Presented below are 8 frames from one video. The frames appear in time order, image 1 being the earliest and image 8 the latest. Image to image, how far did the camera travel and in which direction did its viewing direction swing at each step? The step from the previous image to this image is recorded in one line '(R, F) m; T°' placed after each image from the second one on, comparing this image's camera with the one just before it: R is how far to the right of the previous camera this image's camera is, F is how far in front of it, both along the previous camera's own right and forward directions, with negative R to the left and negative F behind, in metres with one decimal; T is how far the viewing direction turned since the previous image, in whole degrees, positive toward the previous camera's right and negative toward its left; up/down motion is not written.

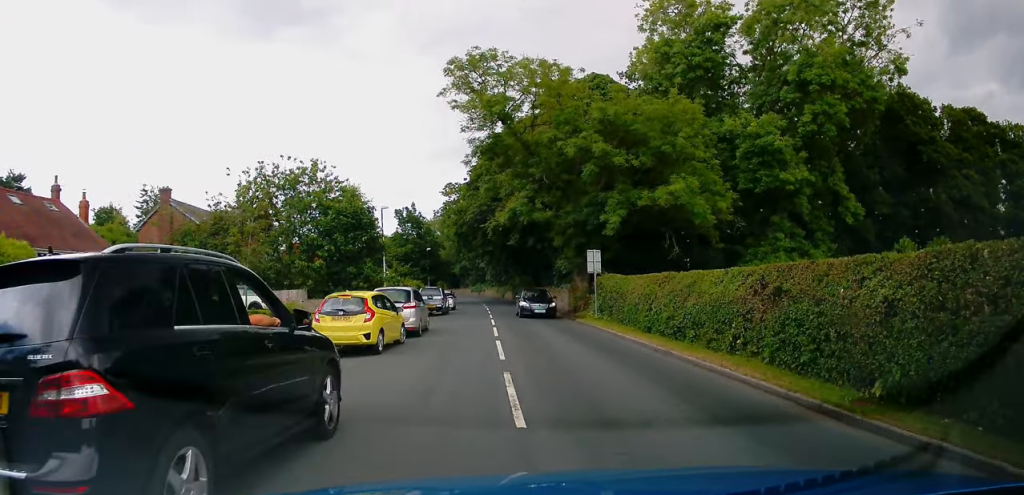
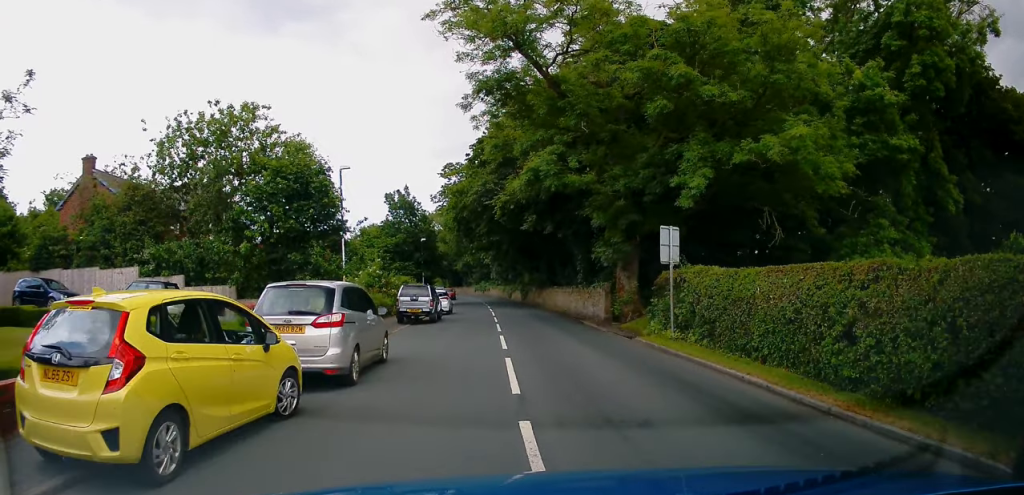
(-0.8, +9.8) m; -5°
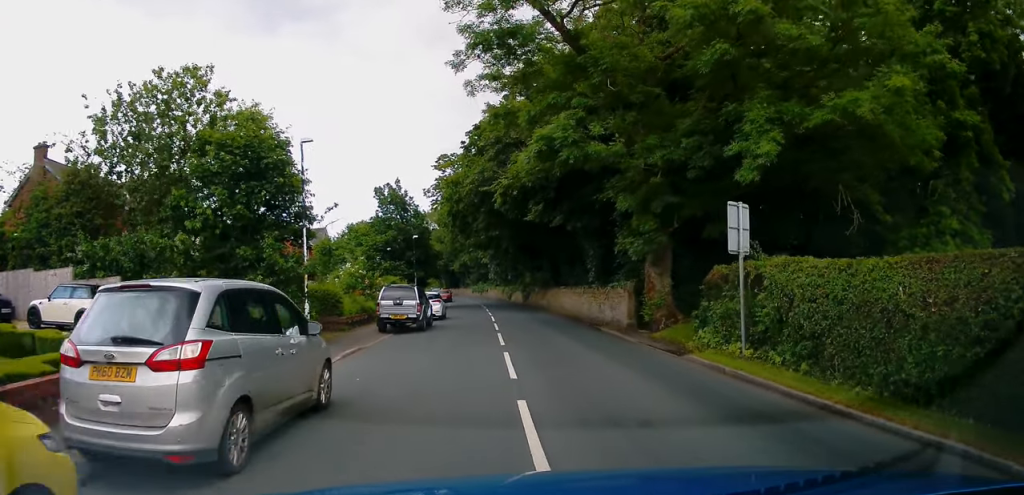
(+0.2, +4.5) m; 0°
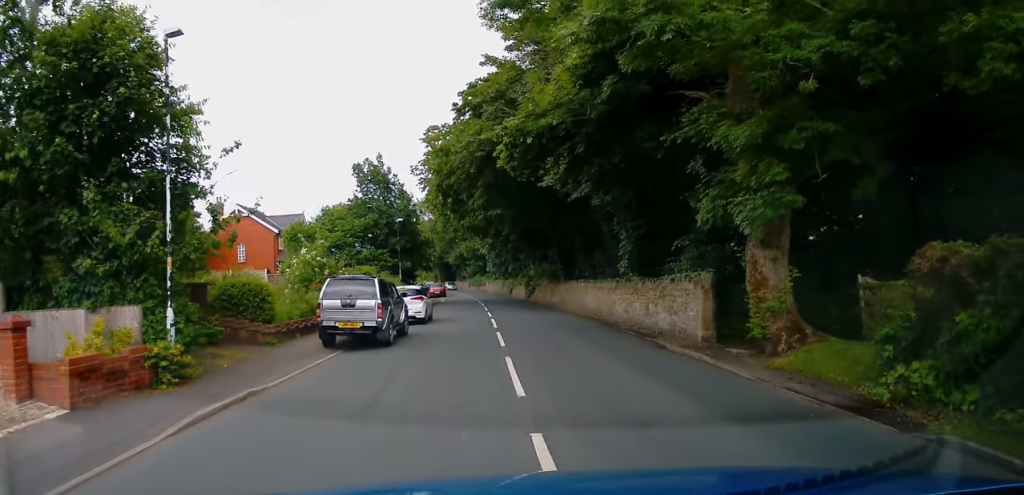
(-0.1, +7.9) m; 0°
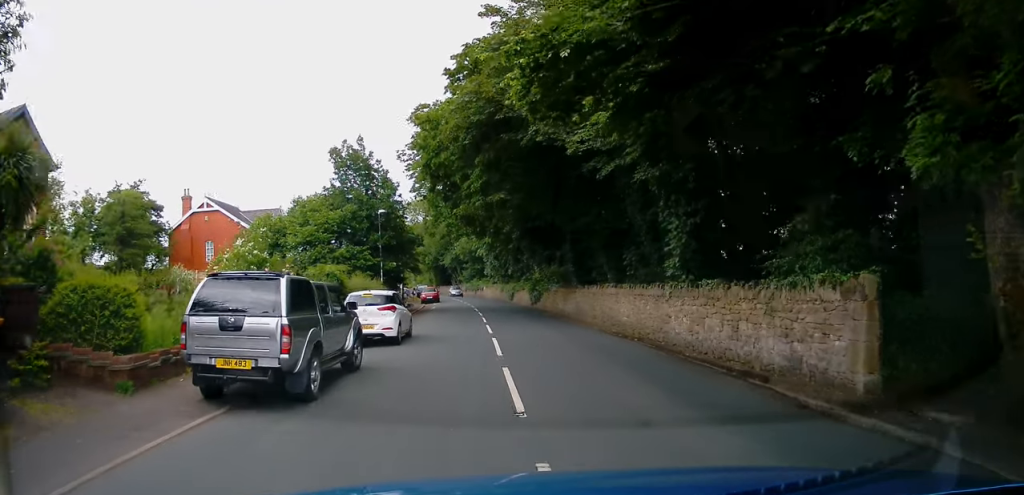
(0.0, +6.8) m; +1°
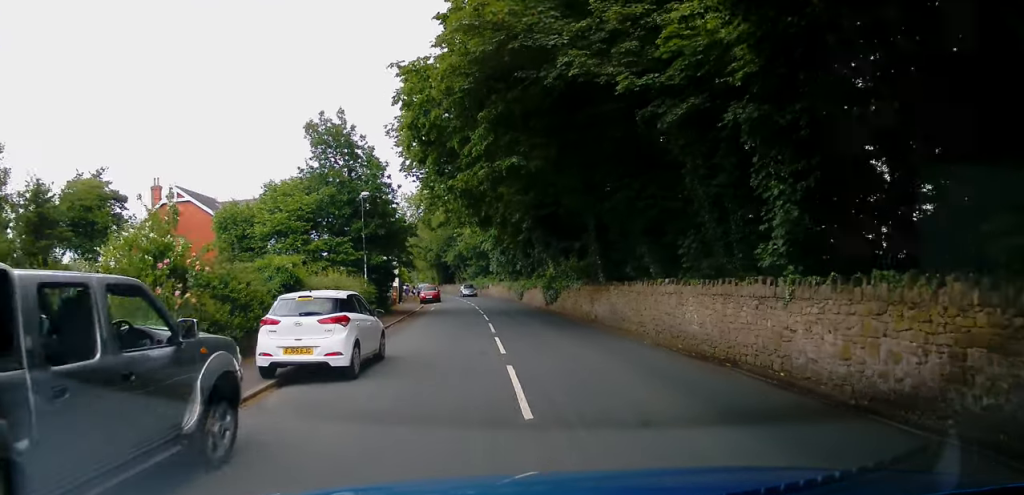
(+0.2, +6.2) m; +1°
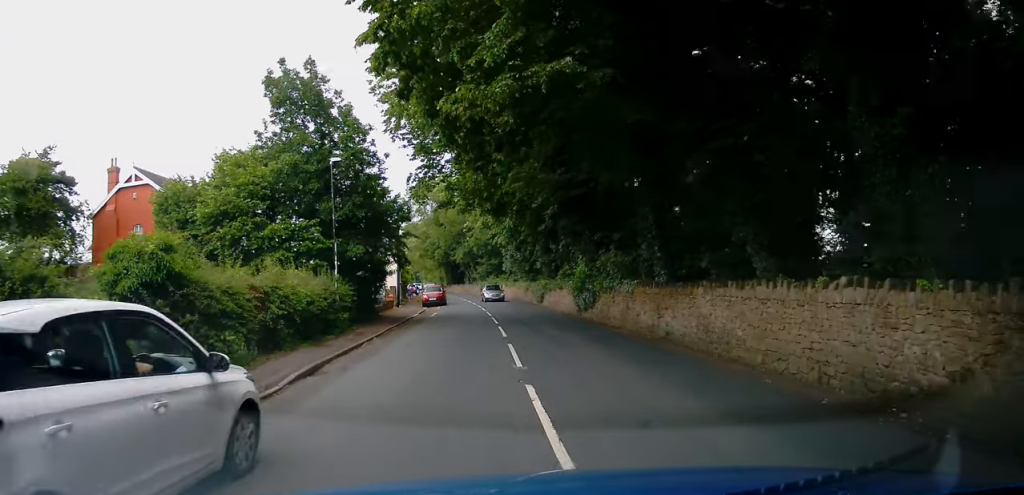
(0.0, +7.7) m; -3°
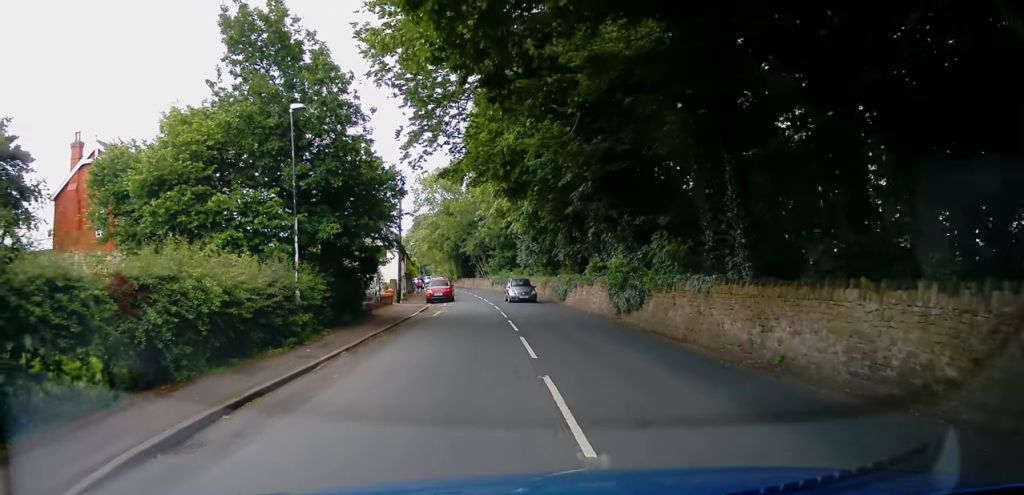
(-0.4, +6.0) m; 0°
